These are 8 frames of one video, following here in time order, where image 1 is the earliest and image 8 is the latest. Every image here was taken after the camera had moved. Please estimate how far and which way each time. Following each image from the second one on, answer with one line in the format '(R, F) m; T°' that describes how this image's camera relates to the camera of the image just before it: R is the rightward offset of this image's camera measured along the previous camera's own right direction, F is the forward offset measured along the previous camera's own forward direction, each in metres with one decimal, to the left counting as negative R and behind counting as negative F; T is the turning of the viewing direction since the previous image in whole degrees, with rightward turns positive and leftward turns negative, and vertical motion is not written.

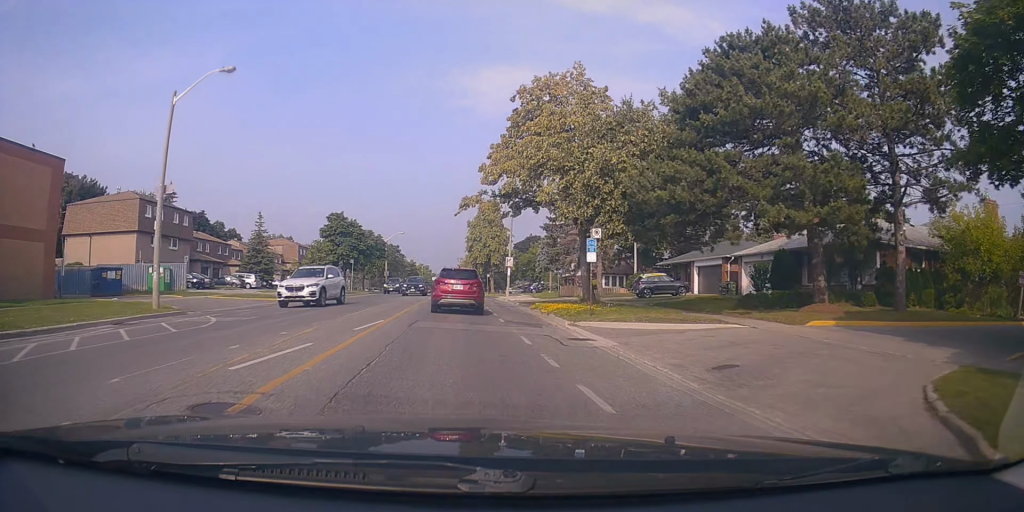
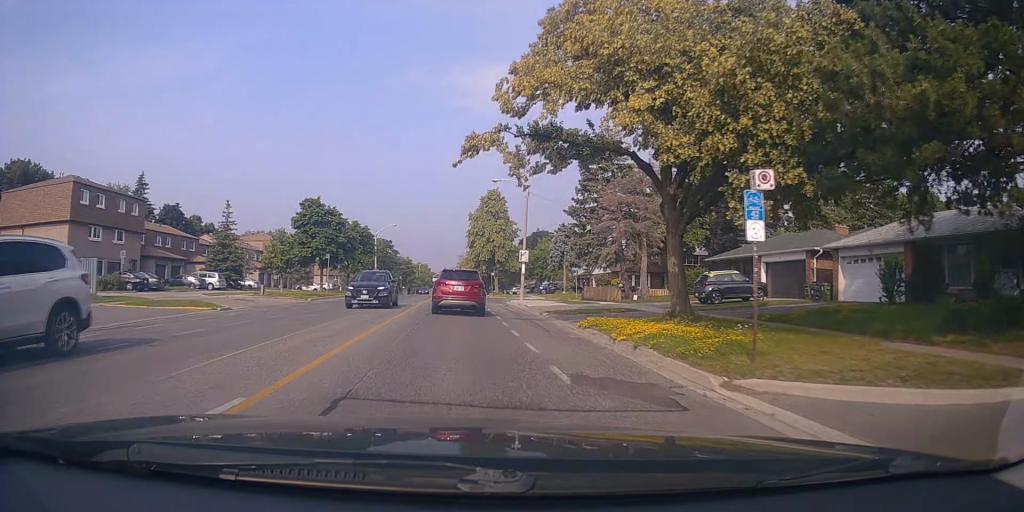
(+0.1, +10.4) m; 0°
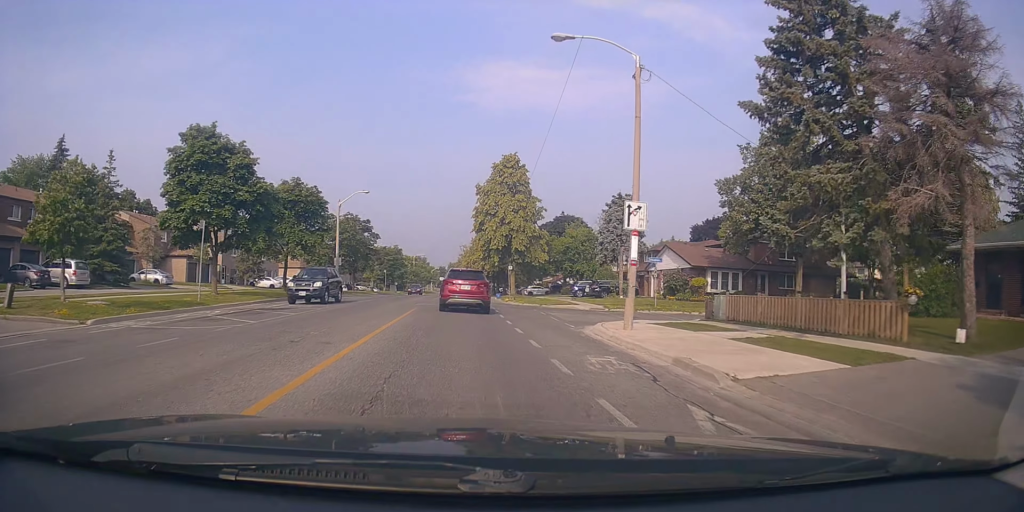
(-0.2, +23.6) m; -2°
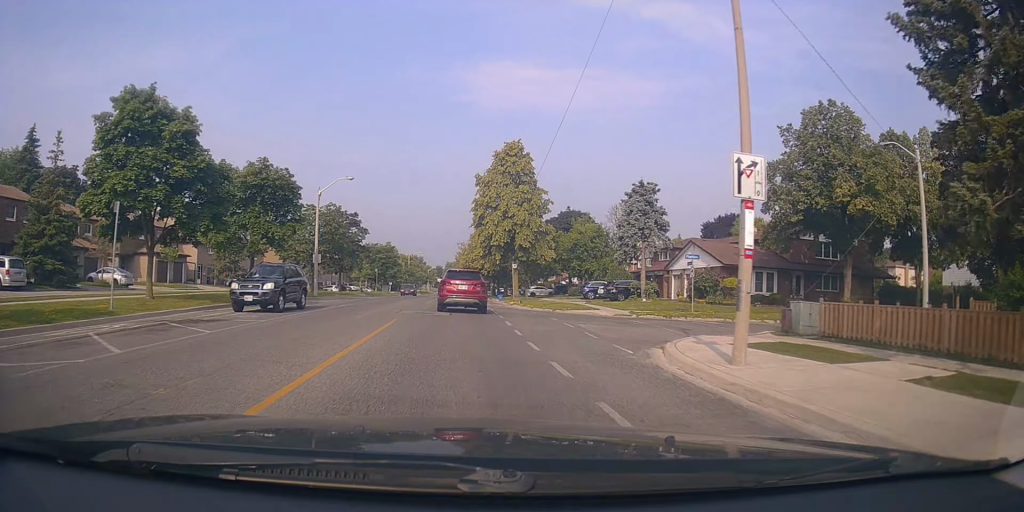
(+0.1, +6.2) m; -1°
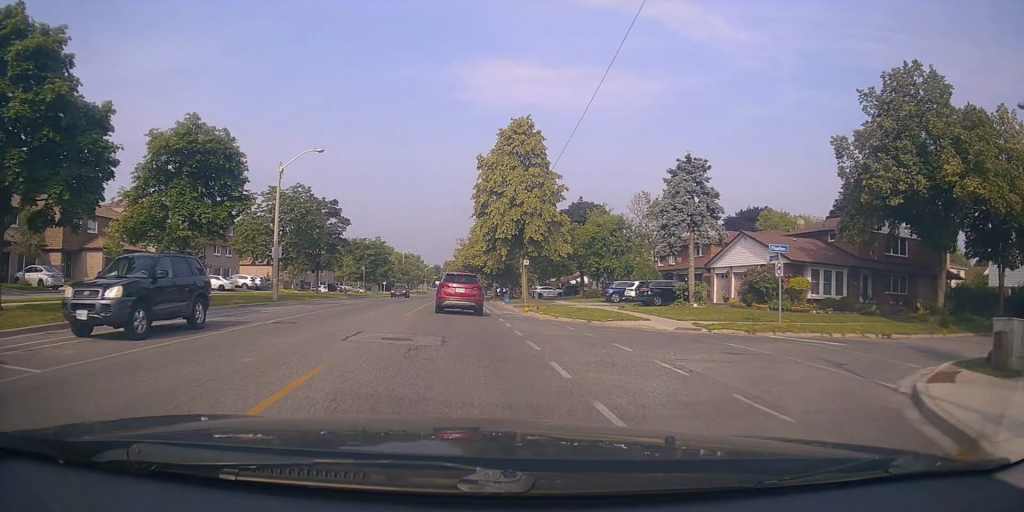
(-0.4, +8.9) m; 0°
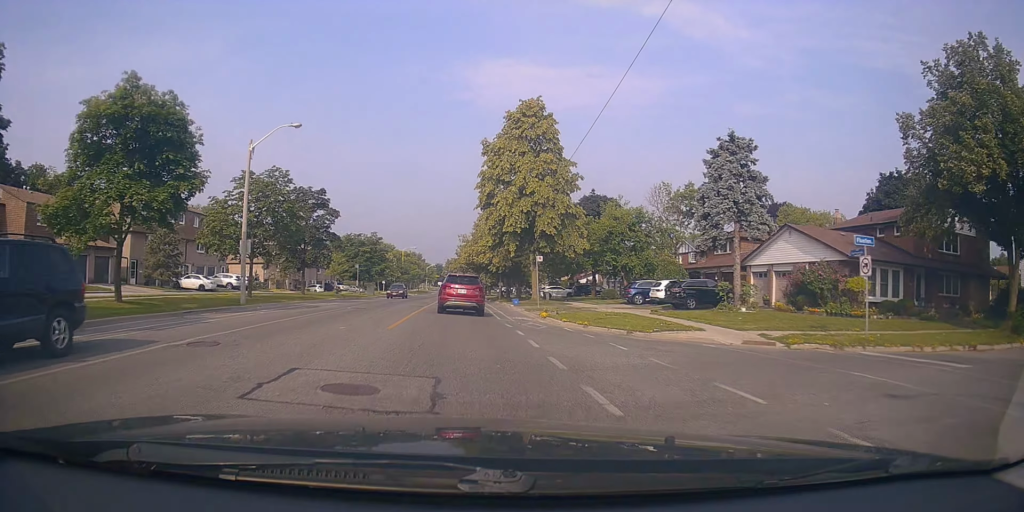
(0.0, +5.2) m; +1°
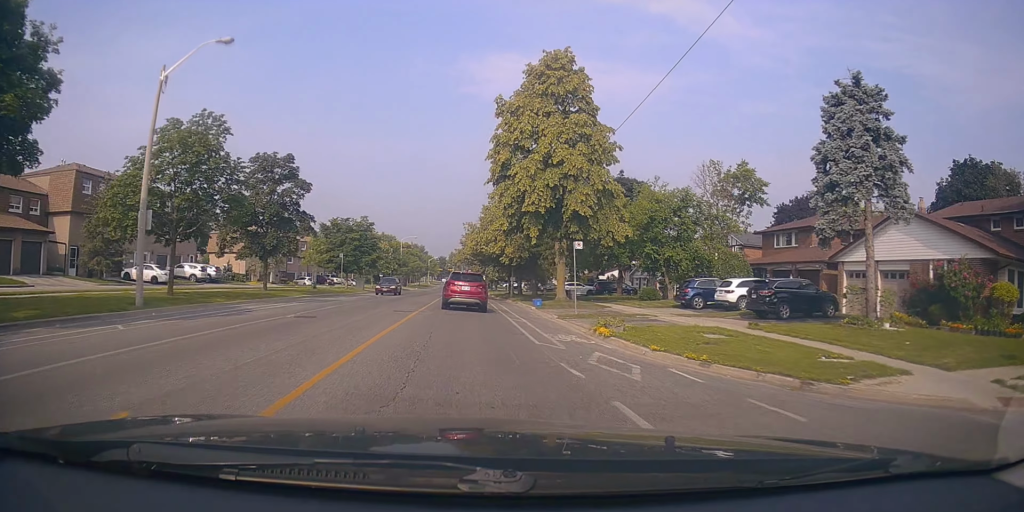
(+0.2, +9.4) m; +3°
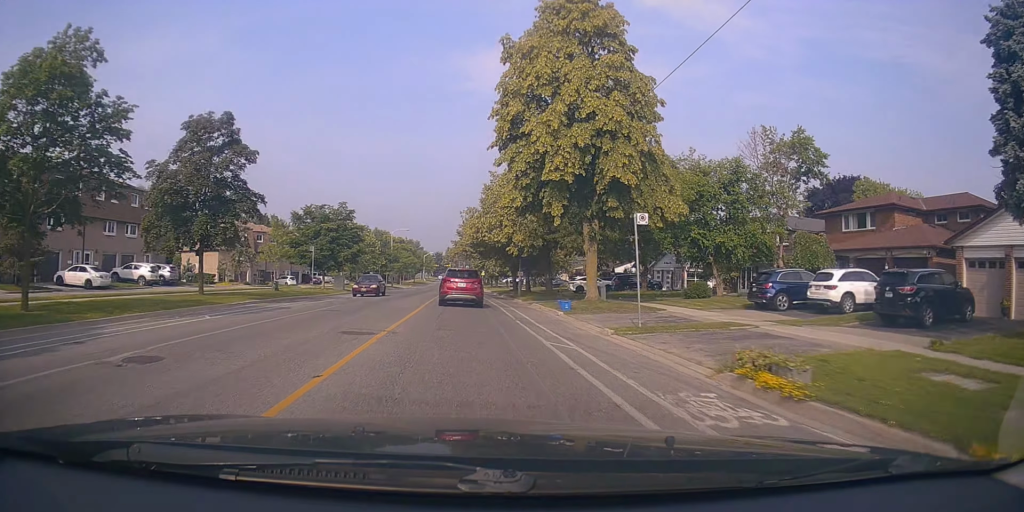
(+0.2, +8.6) m; +1°
